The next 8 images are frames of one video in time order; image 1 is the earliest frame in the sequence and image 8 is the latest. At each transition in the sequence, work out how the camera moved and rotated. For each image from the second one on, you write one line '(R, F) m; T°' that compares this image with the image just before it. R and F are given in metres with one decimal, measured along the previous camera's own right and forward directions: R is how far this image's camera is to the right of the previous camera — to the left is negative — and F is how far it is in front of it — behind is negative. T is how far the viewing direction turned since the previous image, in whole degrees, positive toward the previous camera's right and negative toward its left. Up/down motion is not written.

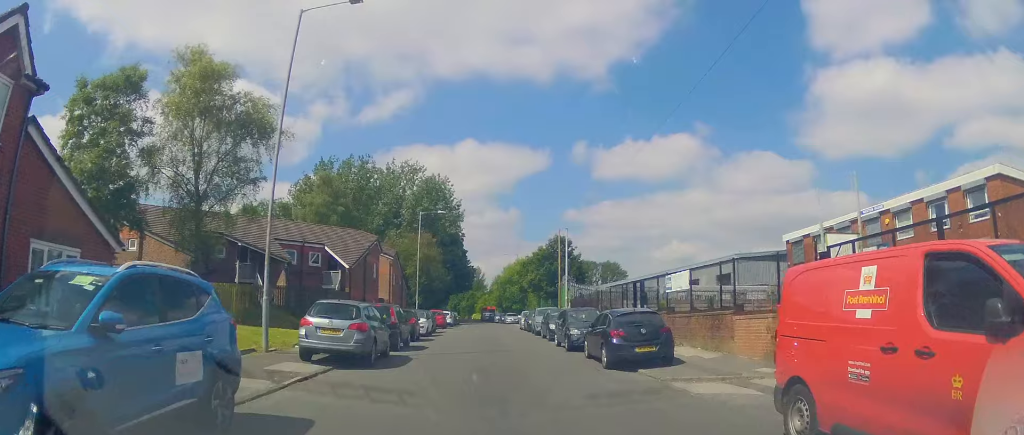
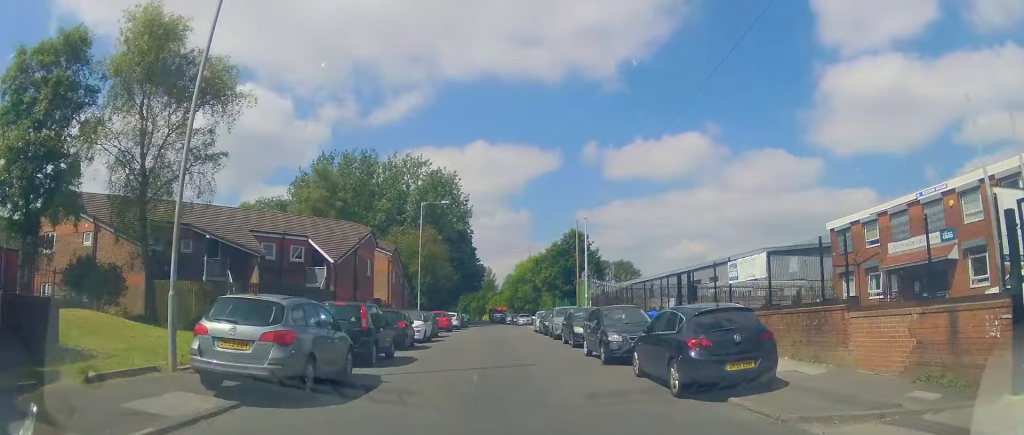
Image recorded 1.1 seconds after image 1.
(-0.1, +5.2) m; -5°
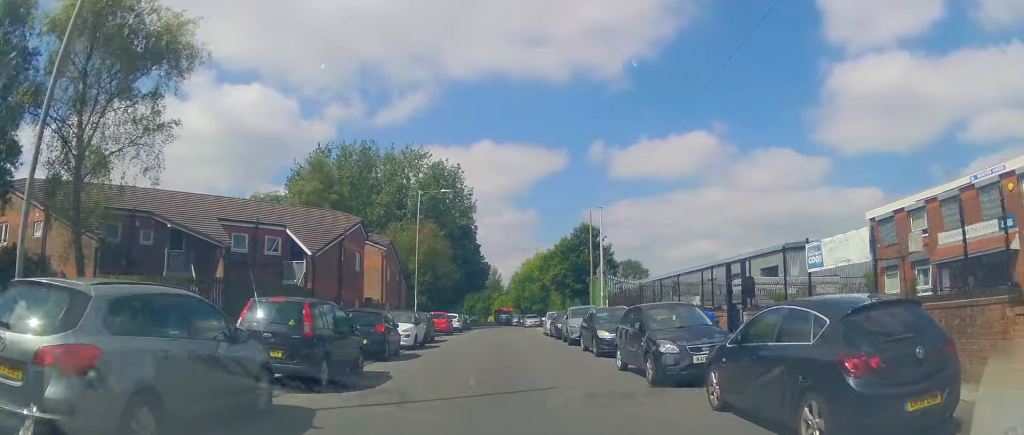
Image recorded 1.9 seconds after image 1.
(-0.3, +4.3) m; -2°
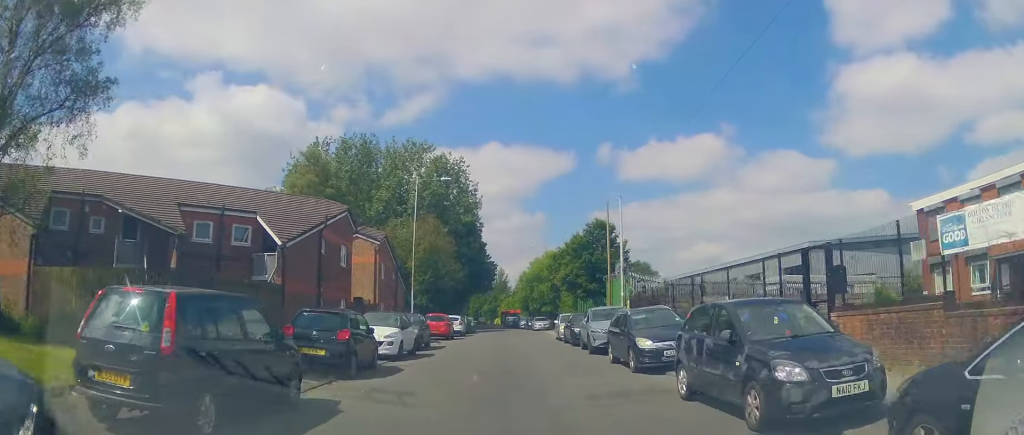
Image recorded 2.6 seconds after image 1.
(+0.1, +4.2) m; +2°
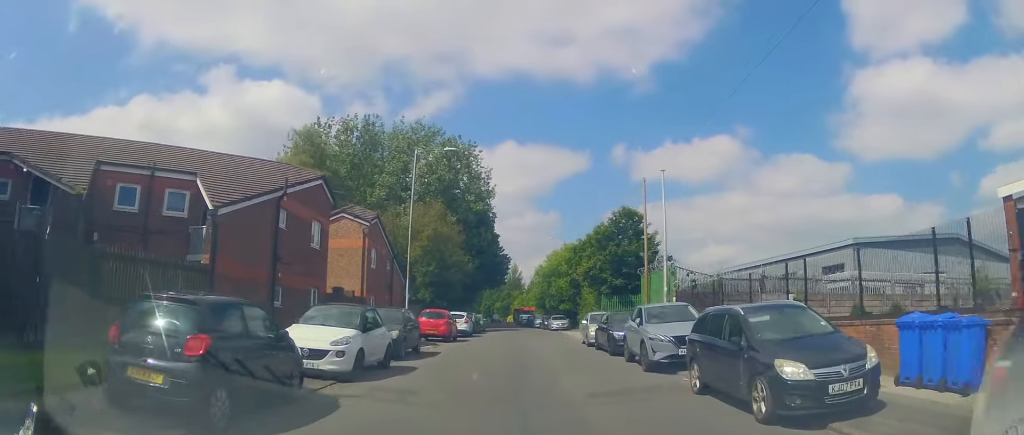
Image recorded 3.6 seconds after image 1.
(0.0, +6.3) m; +1°
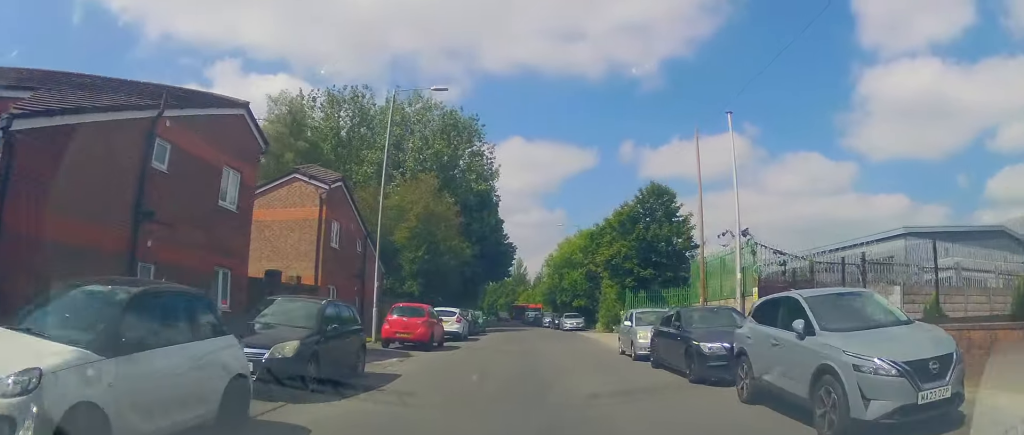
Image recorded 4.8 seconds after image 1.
(+0.1, +8.0) m; 0°
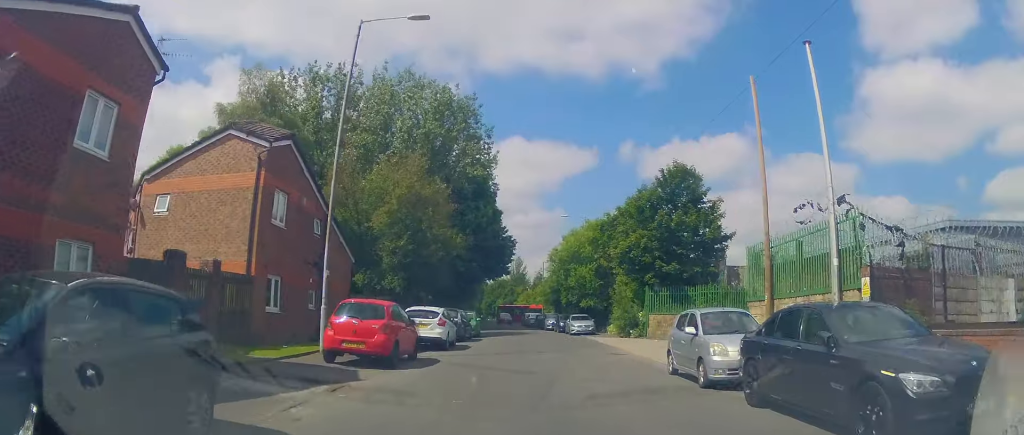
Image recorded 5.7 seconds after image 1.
(-0.1, +5.9) m; -2°
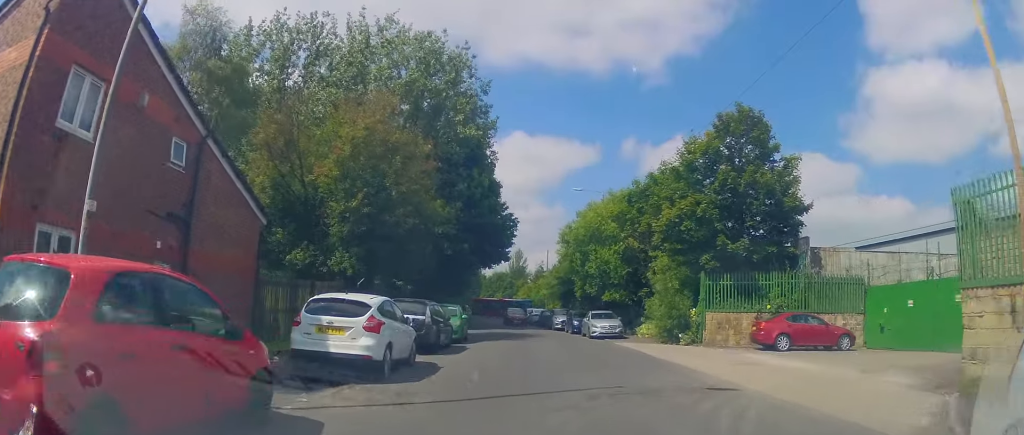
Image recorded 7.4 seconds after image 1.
(+0.4, +9.8) m; +2°
